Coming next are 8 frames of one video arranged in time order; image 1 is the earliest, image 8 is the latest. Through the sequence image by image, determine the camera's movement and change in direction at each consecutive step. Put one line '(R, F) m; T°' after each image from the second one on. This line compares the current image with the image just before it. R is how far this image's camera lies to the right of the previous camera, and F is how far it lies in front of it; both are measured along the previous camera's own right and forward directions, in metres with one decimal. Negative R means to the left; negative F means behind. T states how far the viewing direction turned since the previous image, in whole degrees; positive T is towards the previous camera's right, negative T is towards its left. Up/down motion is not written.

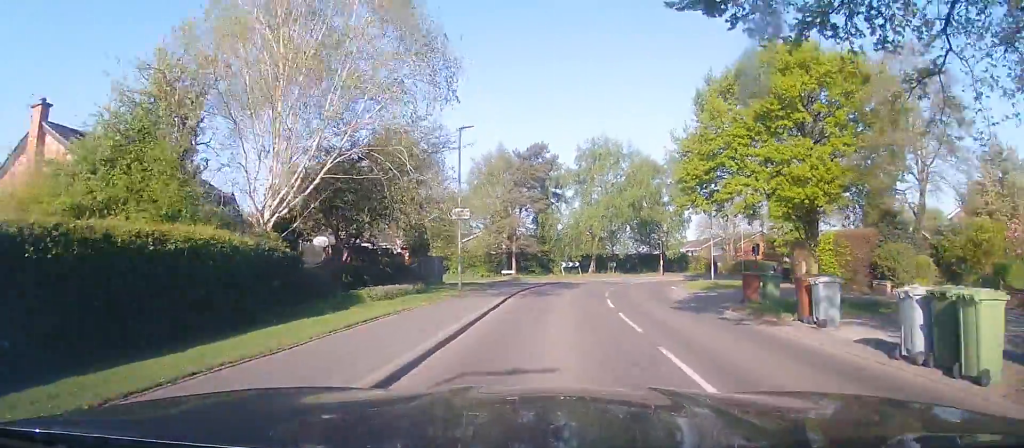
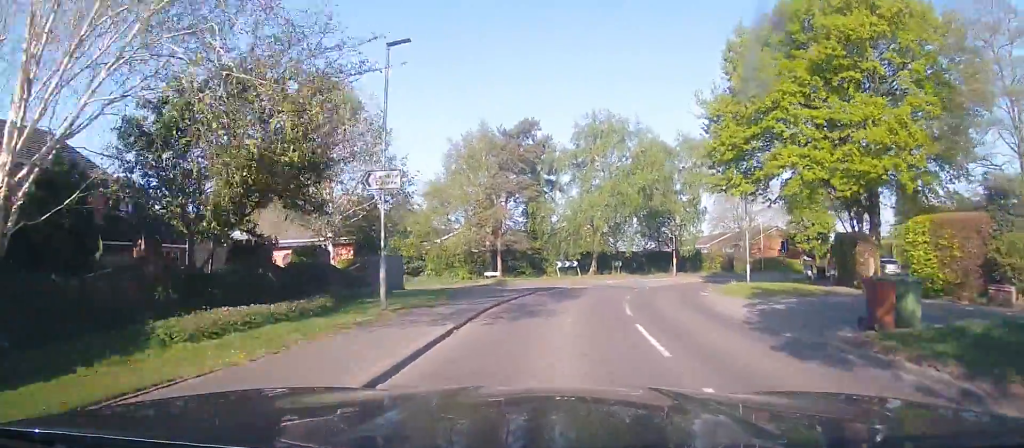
(+0.1, +9.1) m; +1°
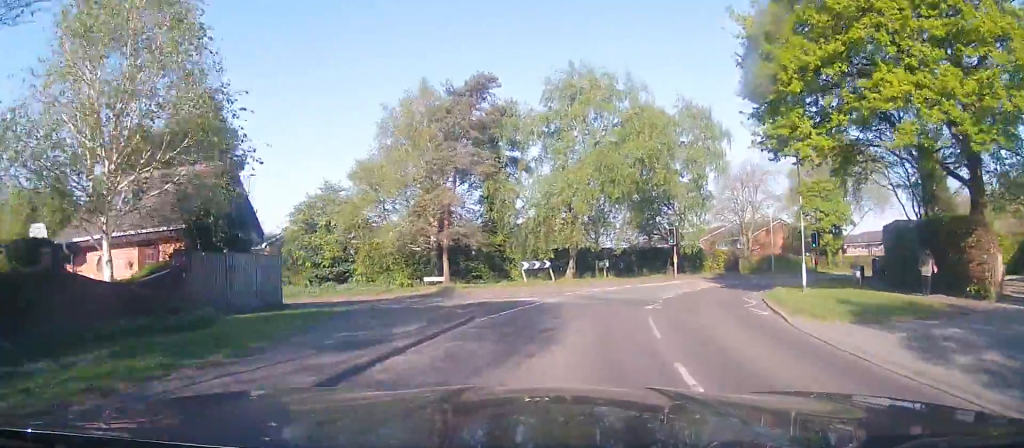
(0.0, +11.3) m; +2°
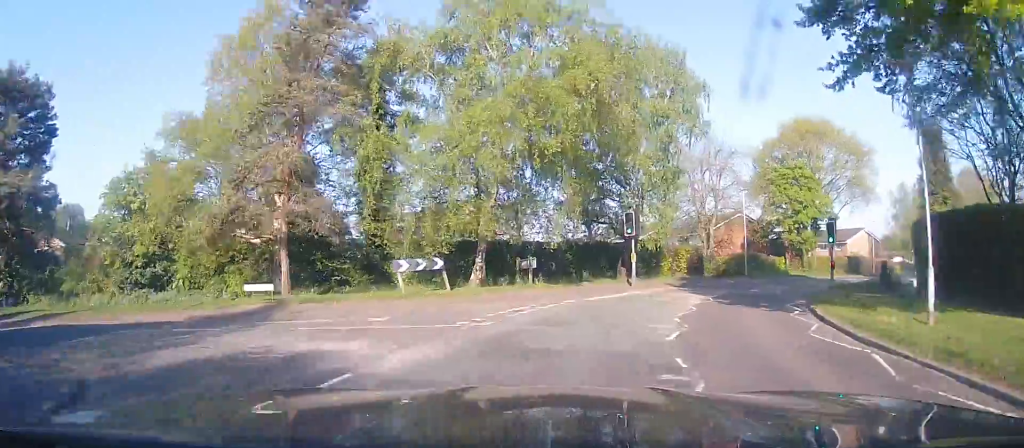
(+0.4, +12.6) m; +7°
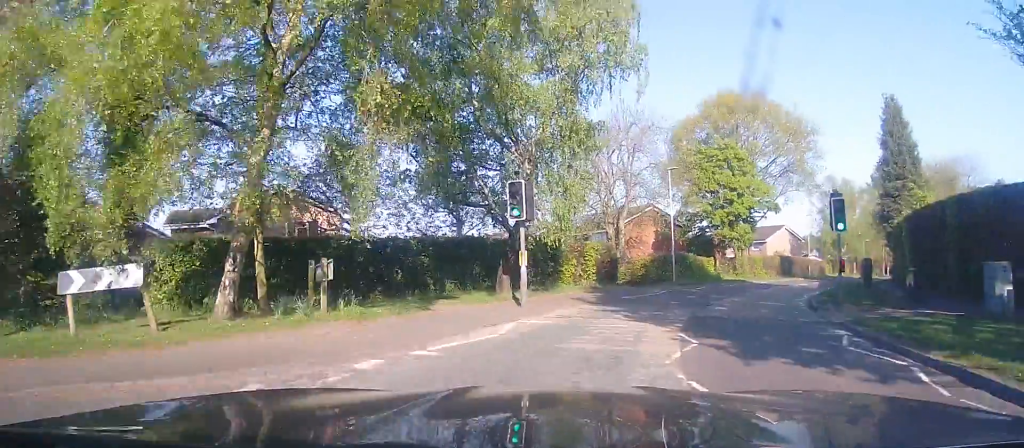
(+0.9, +11.3) m; +8°
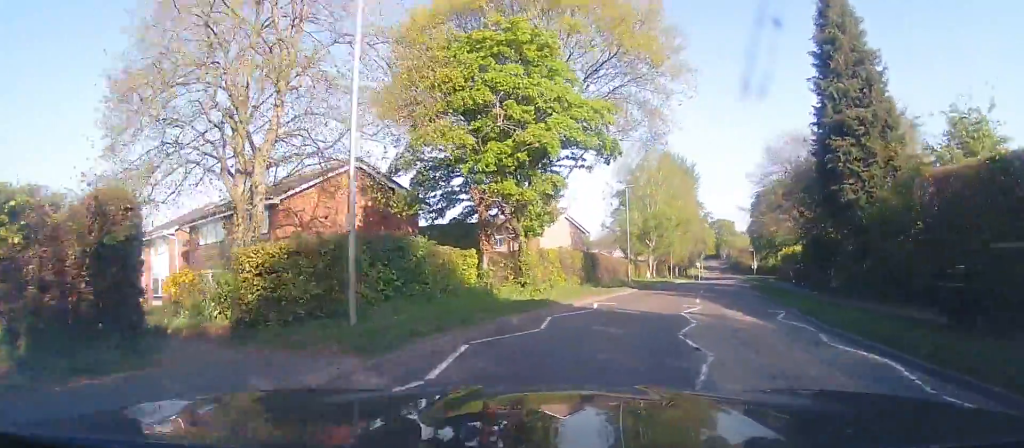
(+4.0, +22.7) m; +27°
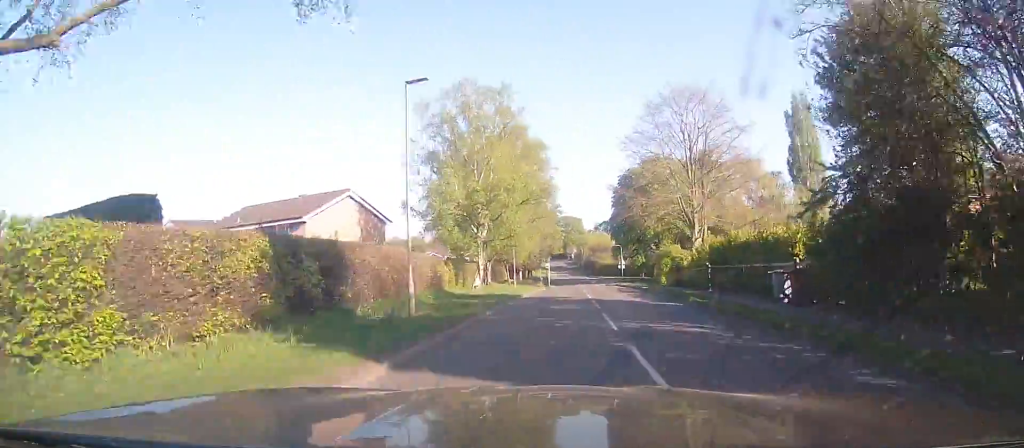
(+4.2, +19.9) m; +16°
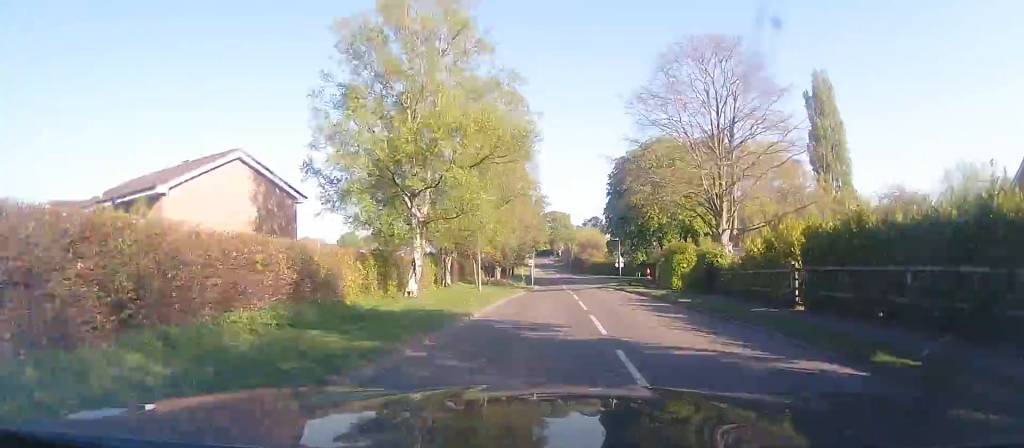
(+0.7, +12.2) m; +6°
